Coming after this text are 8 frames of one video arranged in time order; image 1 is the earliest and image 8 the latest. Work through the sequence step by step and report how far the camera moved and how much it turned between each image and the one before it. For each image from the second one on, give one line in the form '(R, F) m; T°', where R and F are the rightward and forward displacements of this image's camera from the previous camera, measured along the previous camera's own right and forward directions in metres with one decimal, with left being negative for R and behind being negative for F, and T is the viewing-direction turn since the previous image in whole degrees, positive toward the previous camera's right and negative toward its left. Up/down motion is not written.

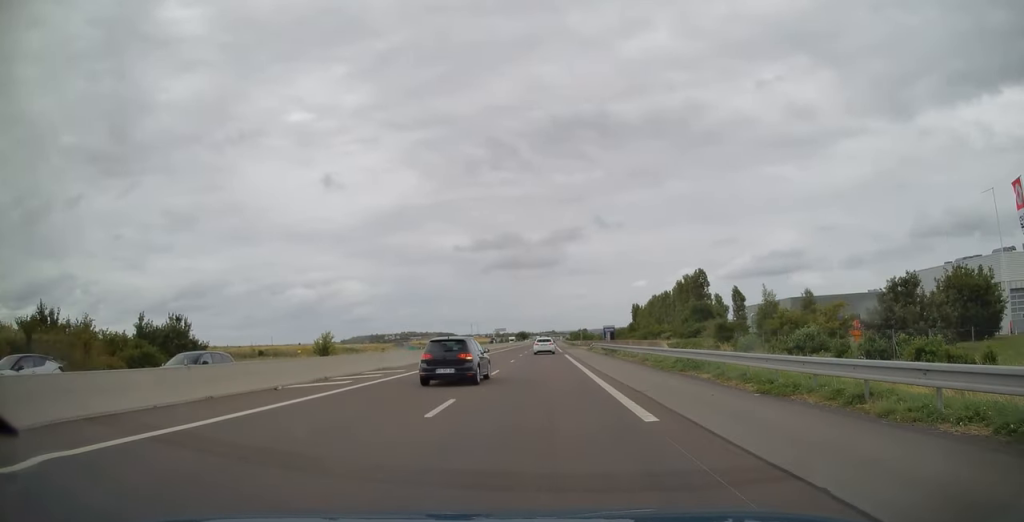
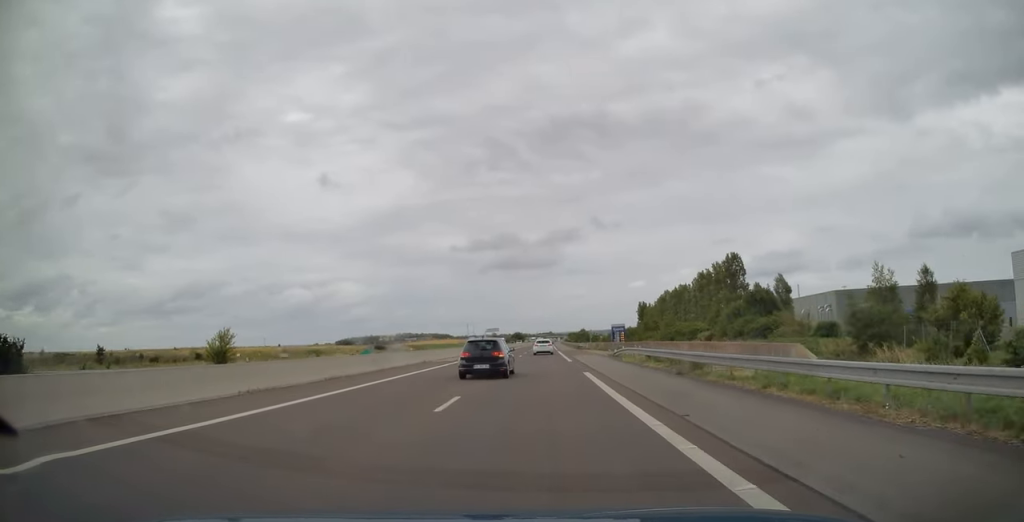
(0.0, +24.7) m; +1°
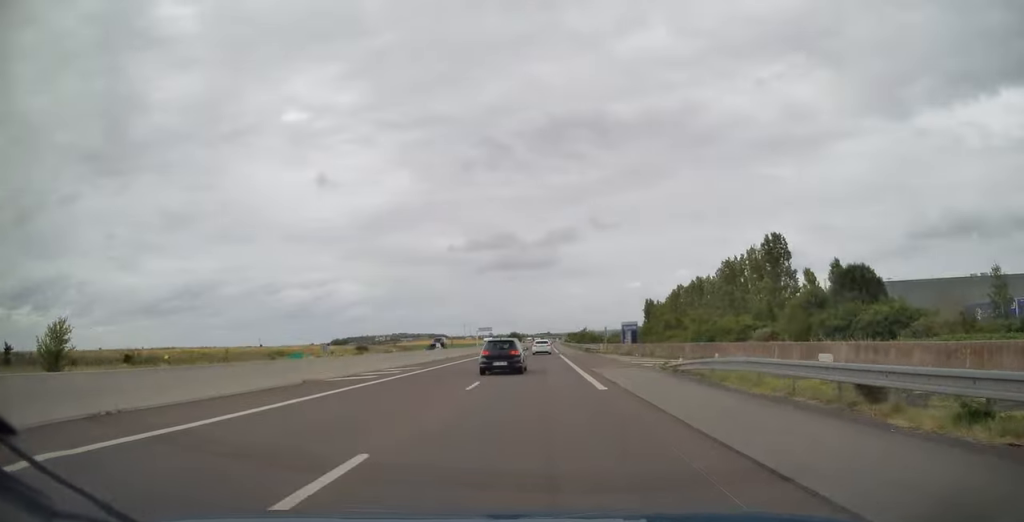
(+0.2, +20.4) m; 0°
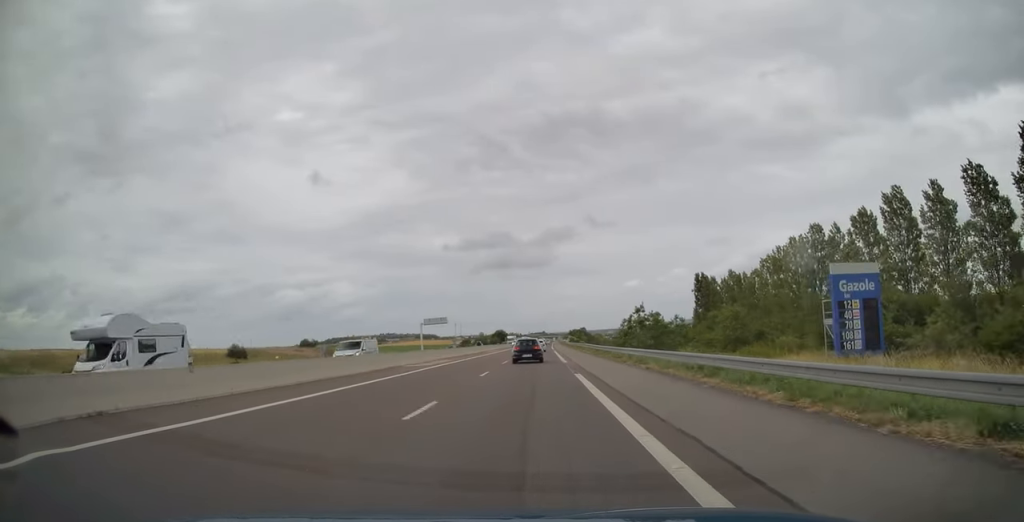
(+0.4, +83.9) m; 0°
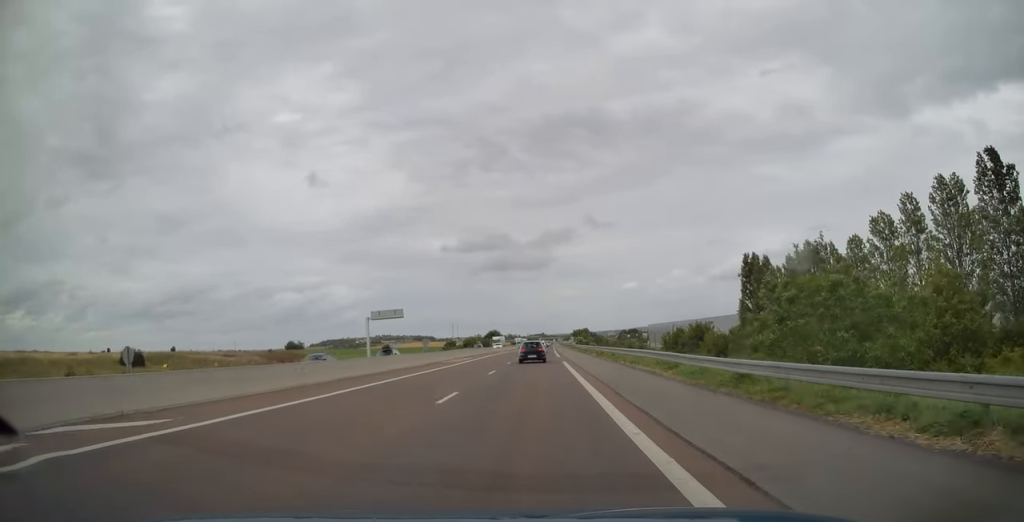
(-0.3, +35.5) m; 0°
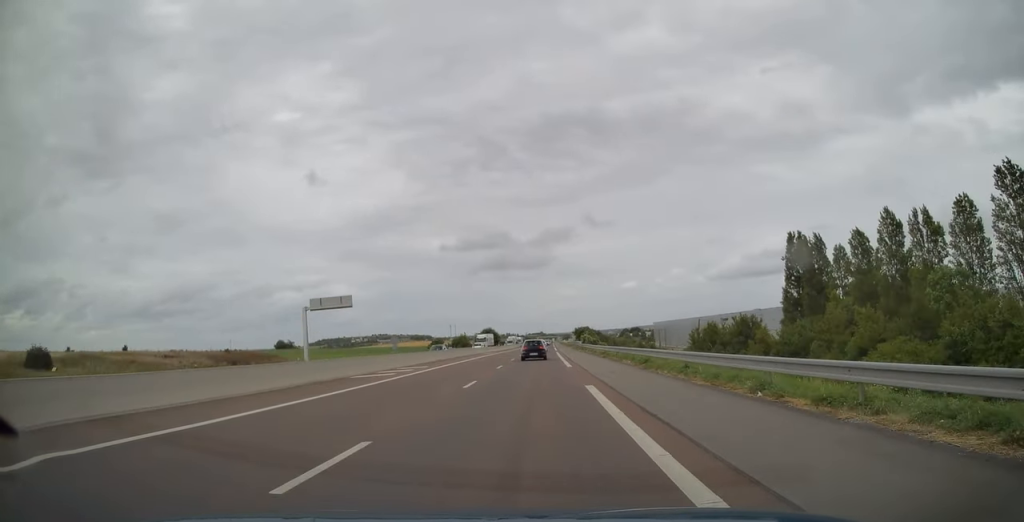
(+0.2, +21.5) m; 0°
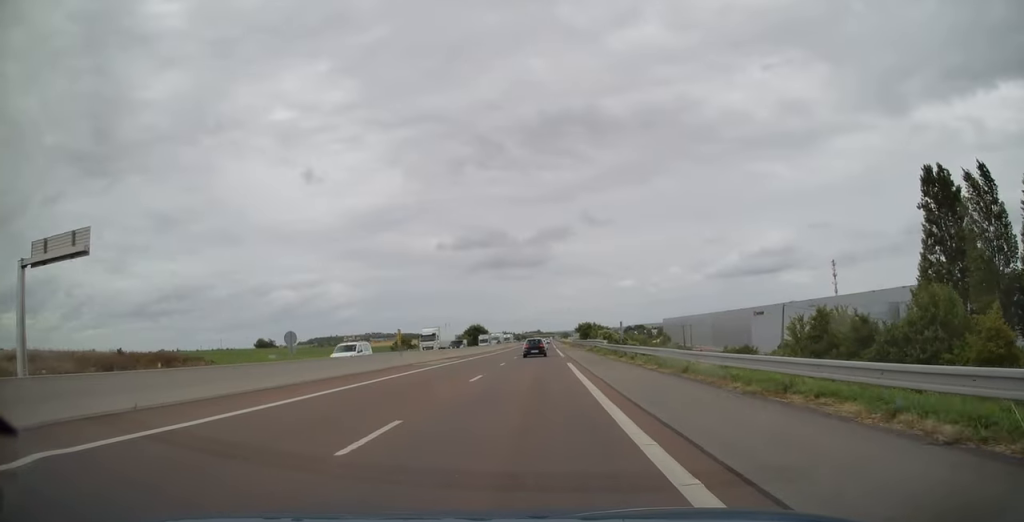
(+0.1, +37.1) m; 0°
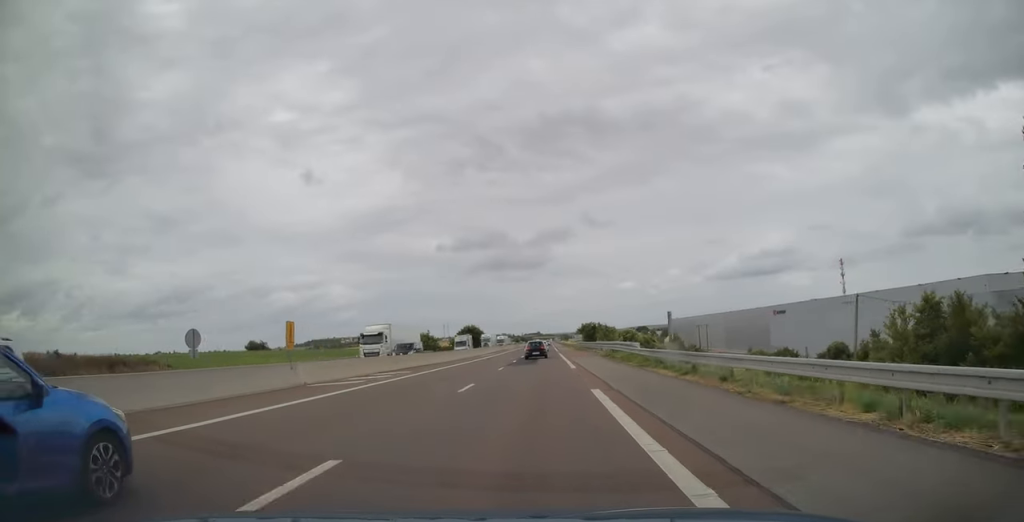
(0.0, +16.1) m; 0°
